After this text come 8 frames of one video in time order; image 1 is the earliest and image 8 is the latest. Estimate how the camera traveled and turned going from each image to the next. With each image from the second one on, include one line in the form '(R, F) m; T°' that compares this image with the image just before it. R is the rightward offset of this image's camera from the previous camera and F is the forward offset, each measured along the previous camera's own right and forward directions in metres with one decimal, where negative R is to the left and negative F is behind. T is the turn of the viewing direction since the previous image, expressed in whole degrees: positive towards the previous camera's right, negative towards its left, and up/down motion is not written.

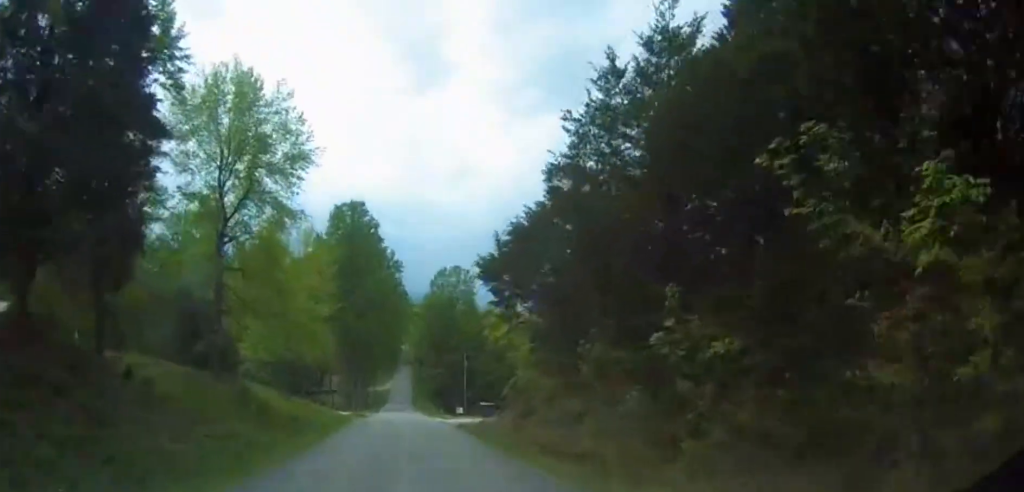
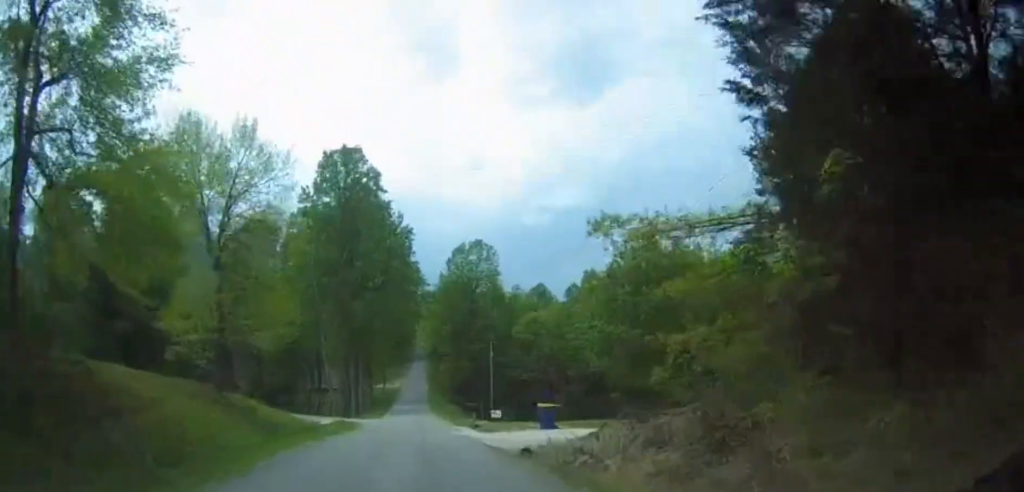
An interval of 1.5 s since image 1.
(+0.5, +18.8) m; +1°
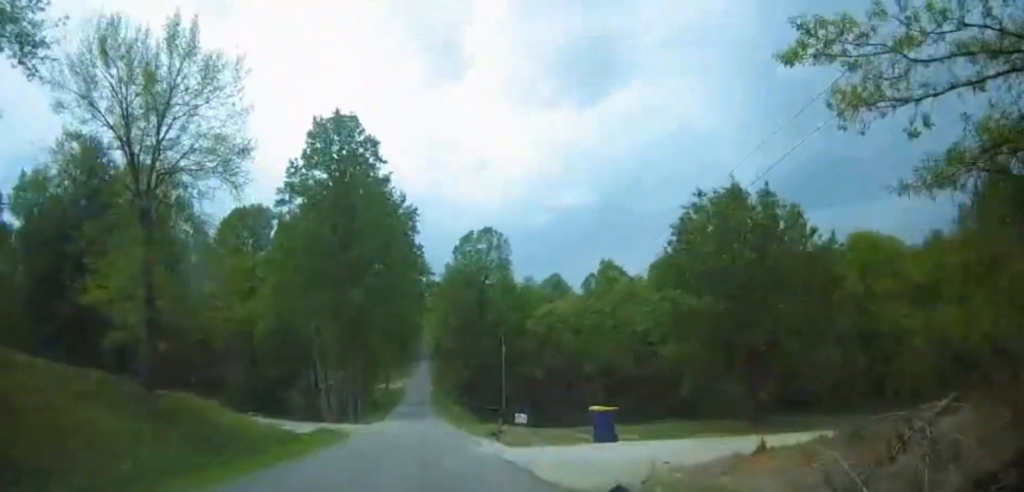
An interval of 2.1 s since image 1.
(-0.2, +8.3) m; -1°
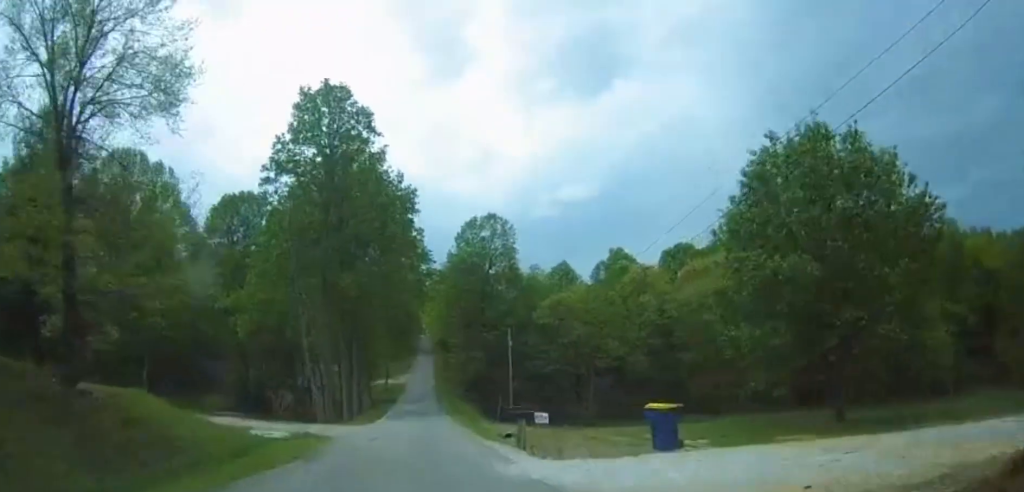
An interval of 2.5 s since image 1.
(0.0, +5.3) m; -1°
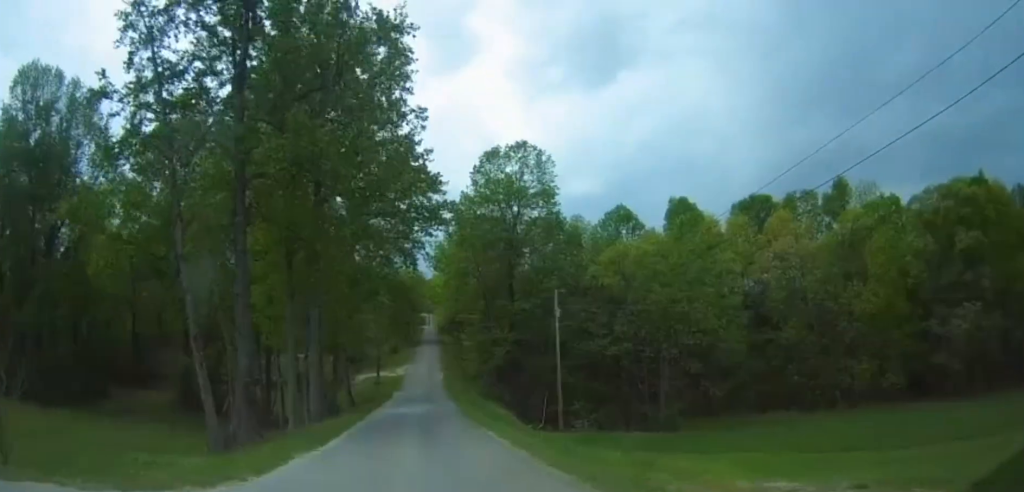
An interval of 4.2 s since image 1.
(+0.2, +25.7) m; 0°
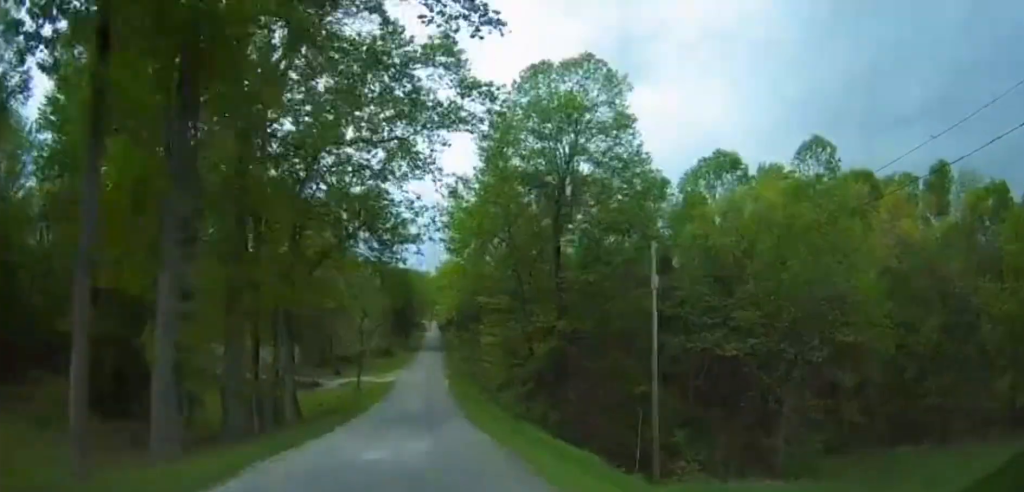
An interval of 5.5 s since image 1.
(-0.4, +21.7) m; -1°
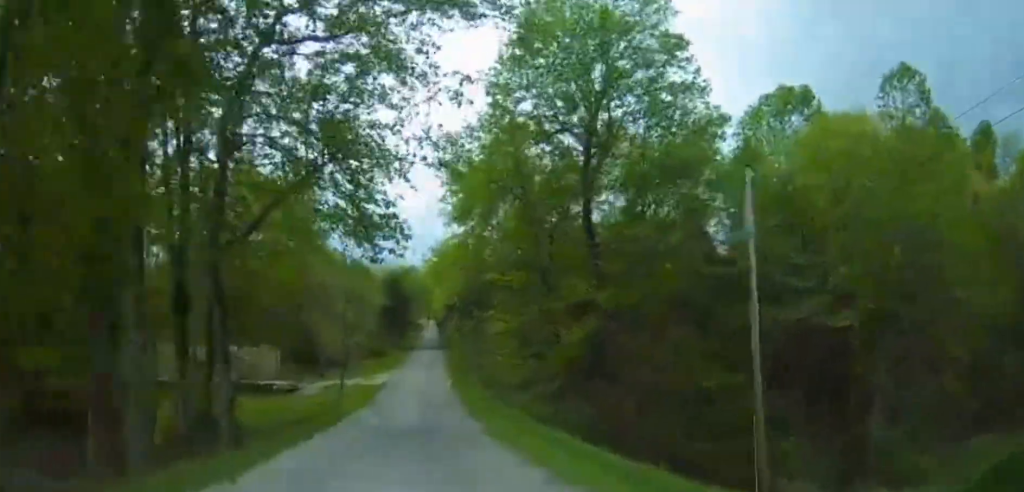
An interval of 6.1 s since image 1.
(+0.2, +10.4) m; +1°
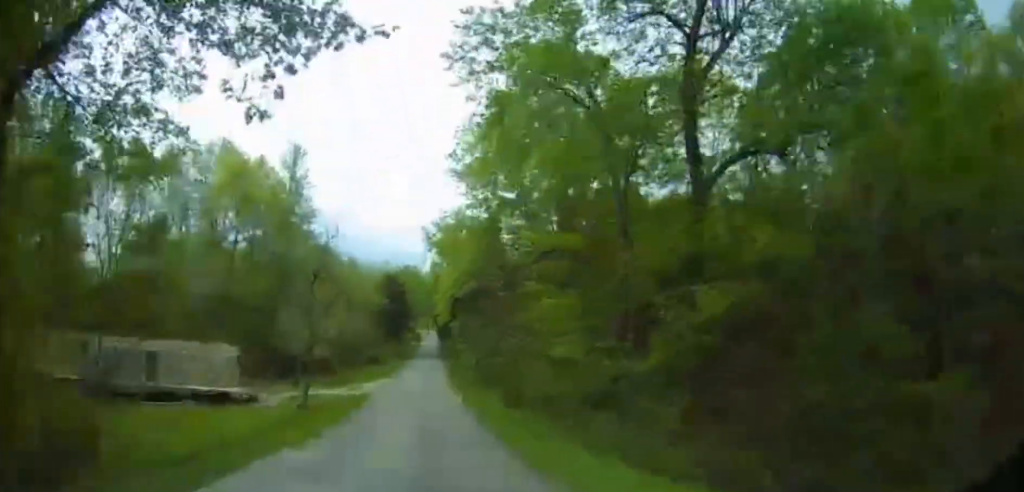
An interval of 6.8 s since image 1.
(+0.2, +14.2) m; +1°
